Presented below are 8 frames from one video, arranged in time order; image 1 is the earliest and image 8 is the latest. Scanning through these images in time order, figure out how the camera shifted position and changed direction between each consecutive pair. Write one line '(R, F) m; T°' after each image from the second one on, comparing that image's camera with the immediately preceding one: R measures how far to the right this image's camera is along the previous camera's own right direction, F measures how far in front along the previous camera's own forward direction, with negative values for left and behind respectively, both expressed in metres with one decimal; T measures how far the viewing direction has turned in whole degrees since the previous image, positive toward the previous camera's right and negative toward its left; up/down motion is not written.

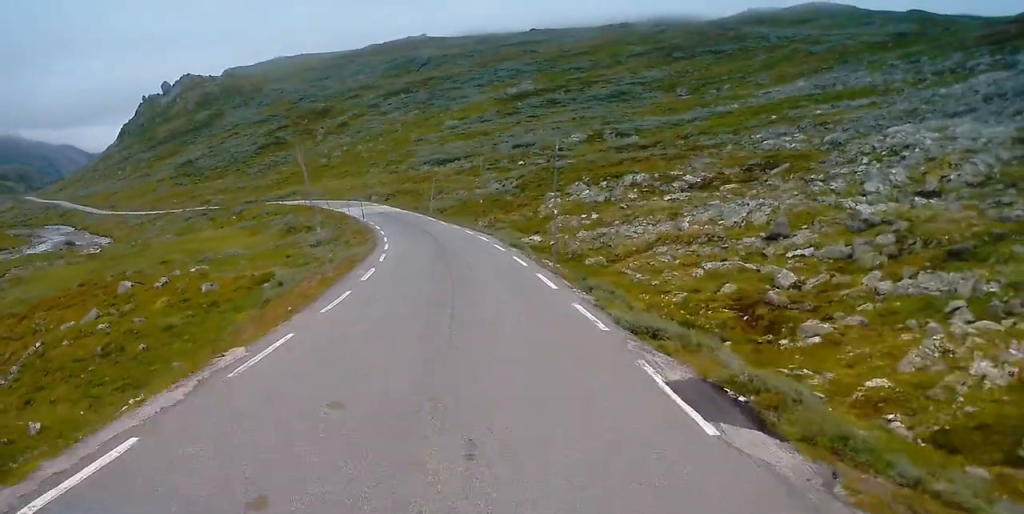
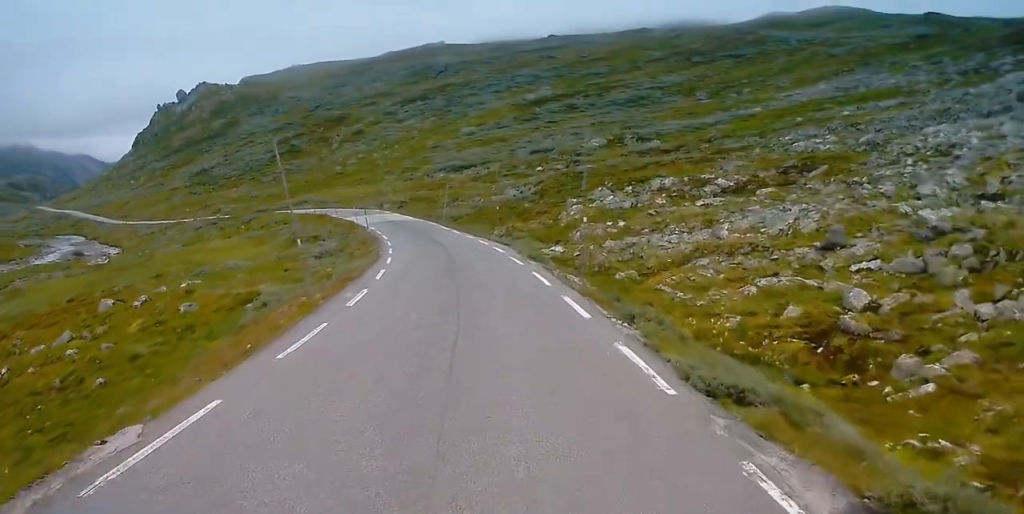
(0.0, +4.4) m; -1°
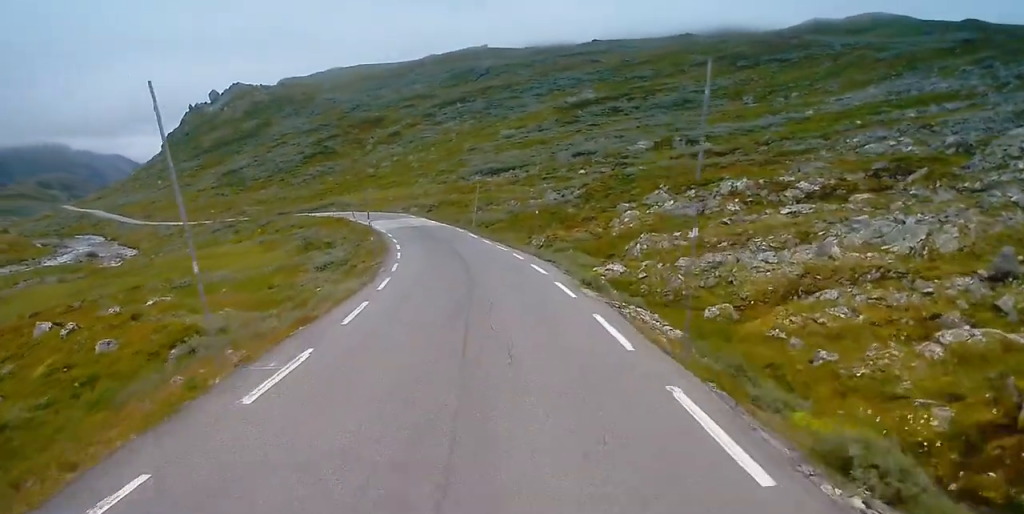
(0.0, +9.1) m; -2°
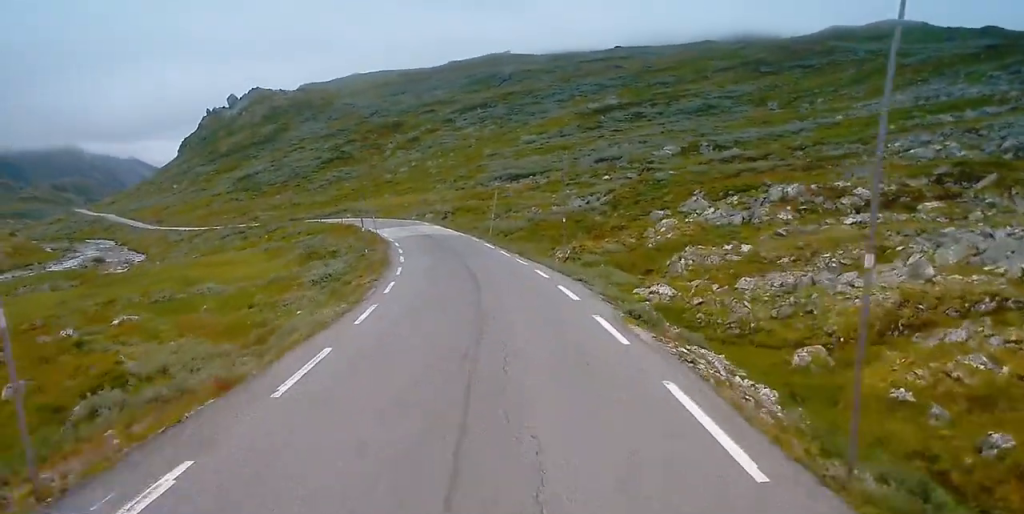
(-0.2, +5.5) m; -2°
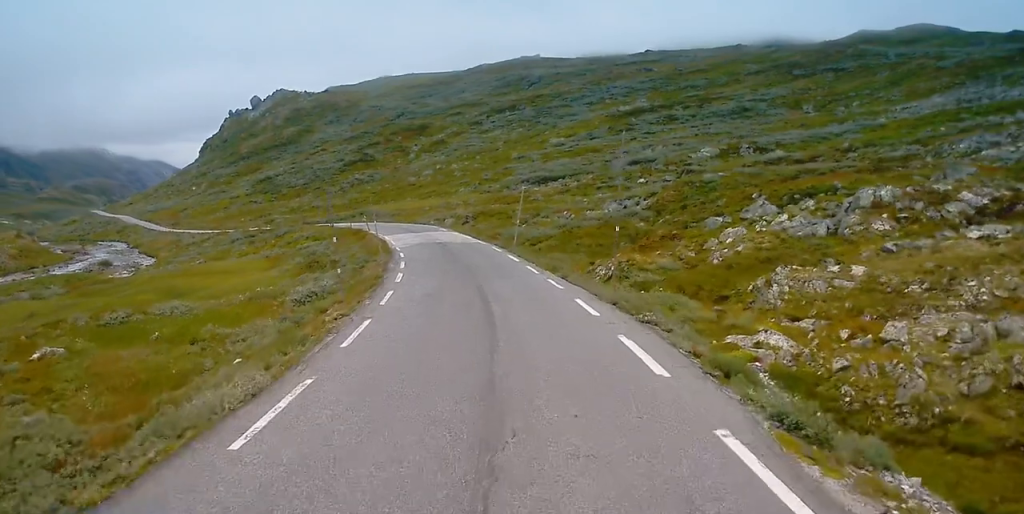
(-0.2, +8.1) m; -2°
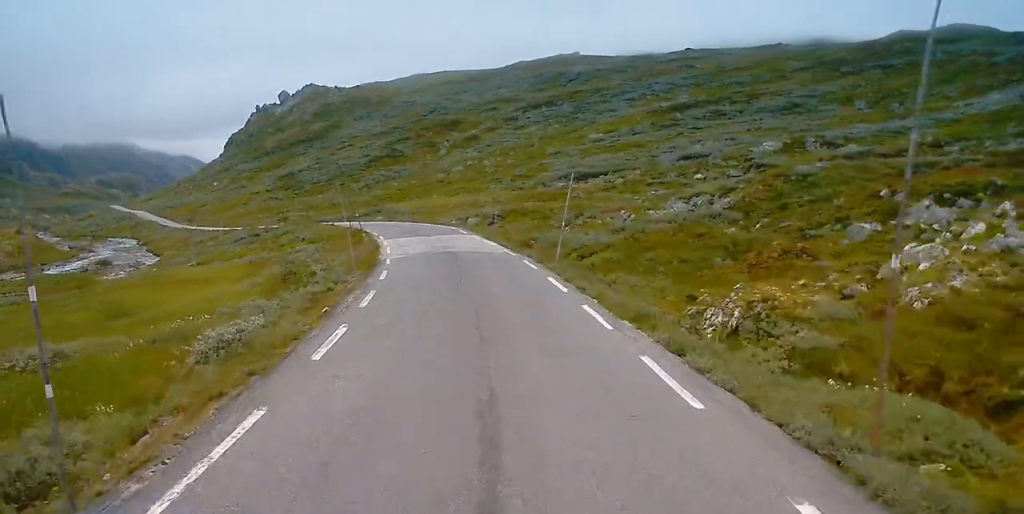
(-0.2, +13.9) m; -2°
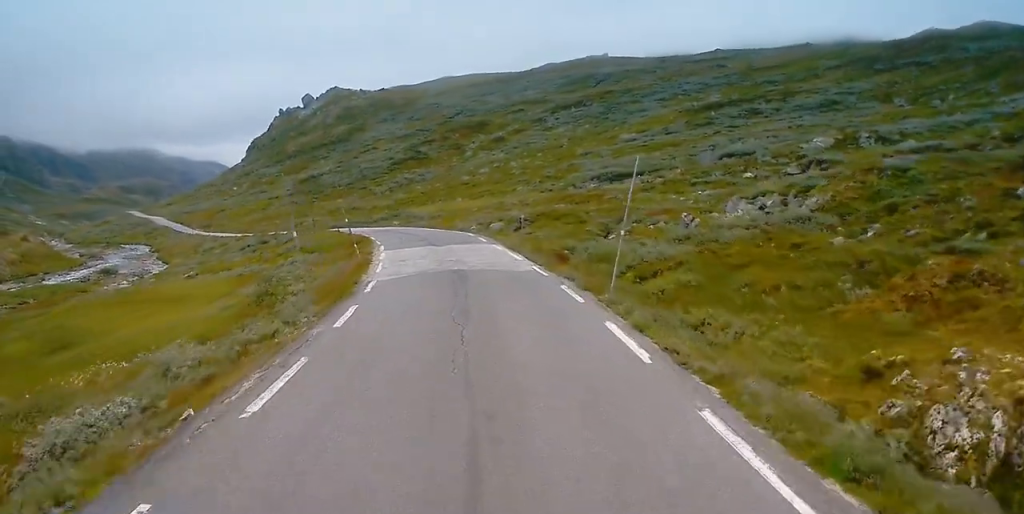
(-0.1, +9.2) m; -2°
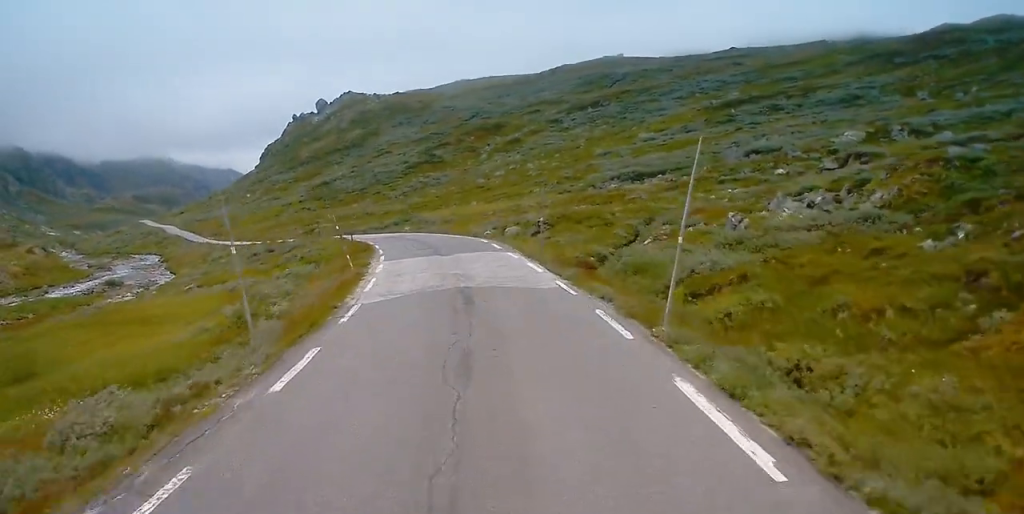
(0.0, +4.9) m; -2°
